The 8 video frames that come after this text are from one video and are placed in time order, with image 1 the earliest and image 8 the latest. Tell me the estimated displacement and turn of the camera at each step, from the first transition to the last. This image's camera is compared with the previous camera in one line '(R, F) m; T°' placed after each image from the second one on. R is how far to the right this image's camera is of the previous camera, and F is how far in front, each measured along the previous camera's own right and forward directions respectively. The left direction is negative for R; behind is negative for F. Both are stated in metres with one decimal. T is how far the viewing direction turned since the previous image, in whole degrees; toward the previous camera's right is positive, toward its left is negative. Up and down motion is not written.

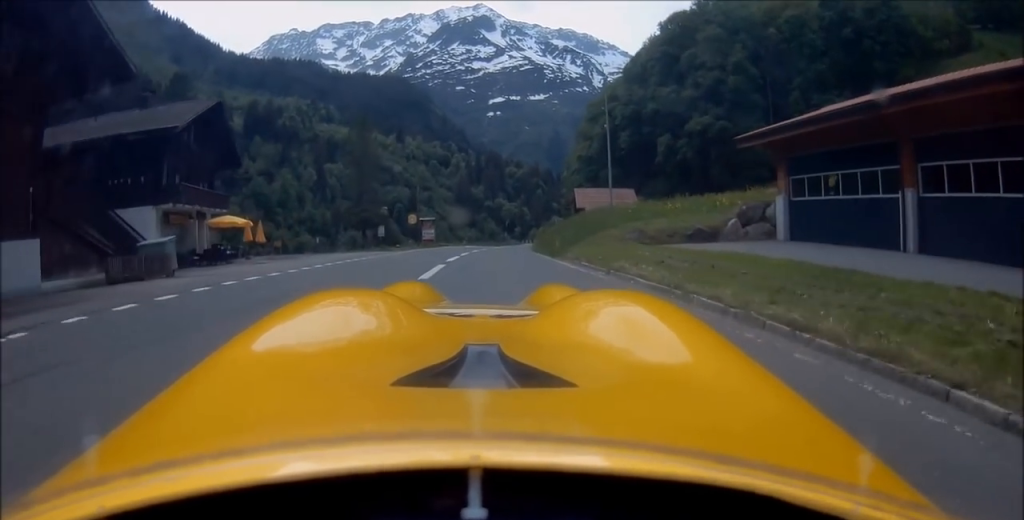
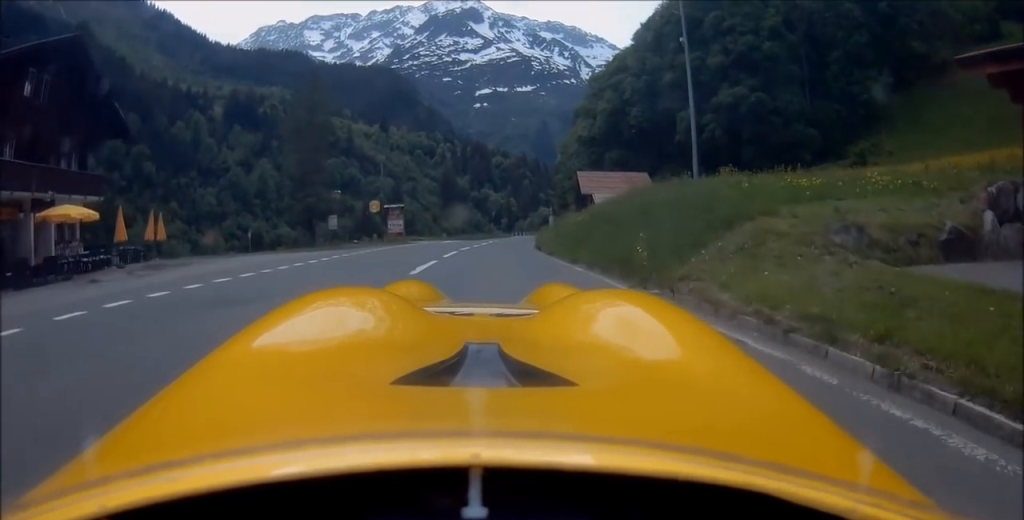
(+0.1, +11.9) m; +1°
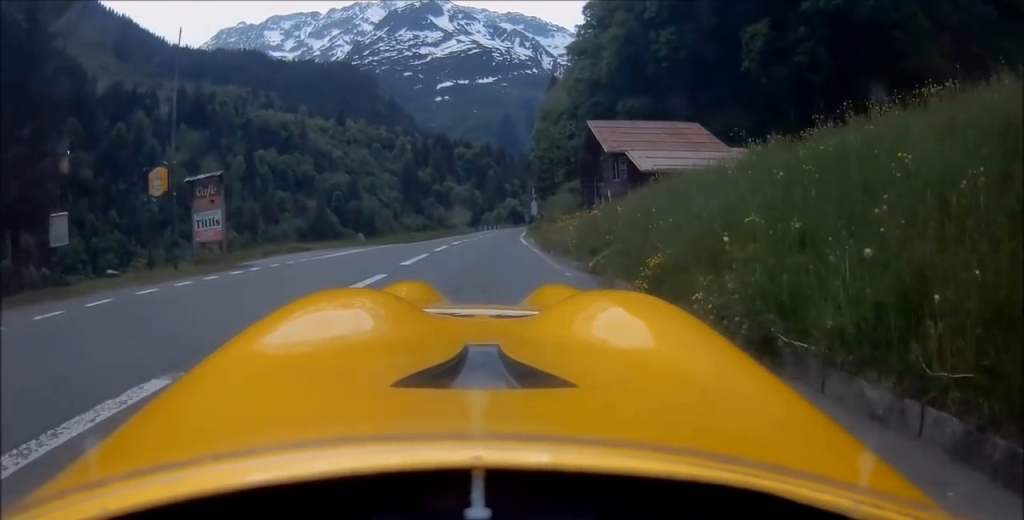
(+0.5, +24.0) m; +3°
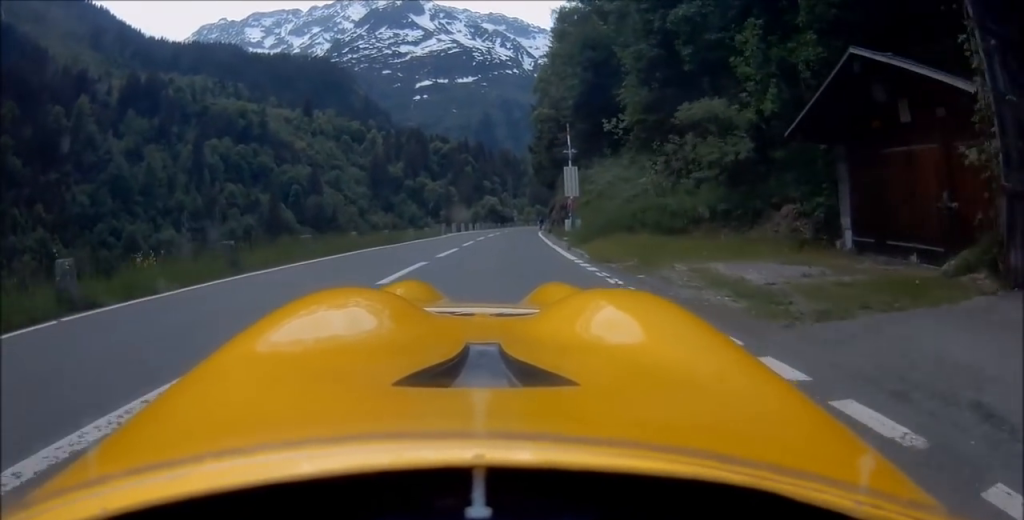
(+1.0, +36.3) m; +3°
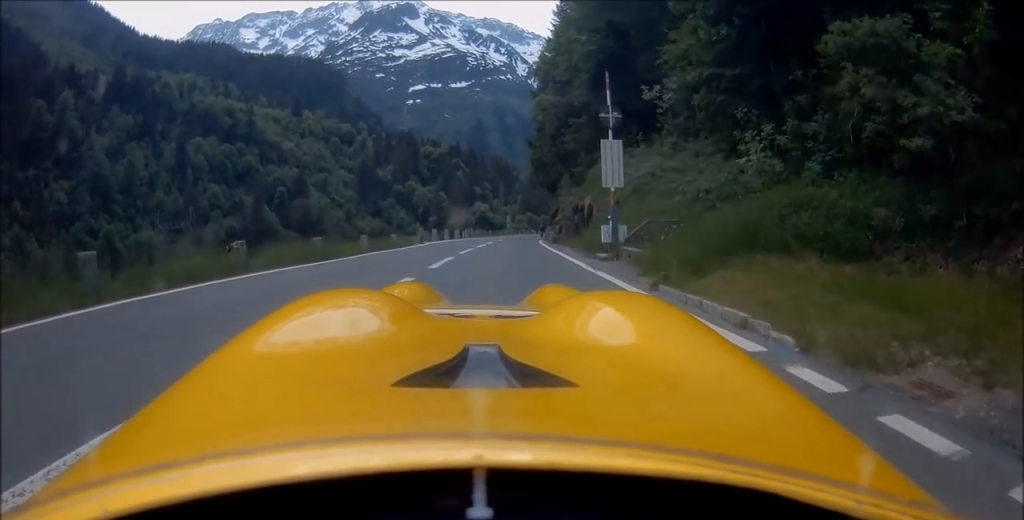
(+0.2, +9.1) m; +1°
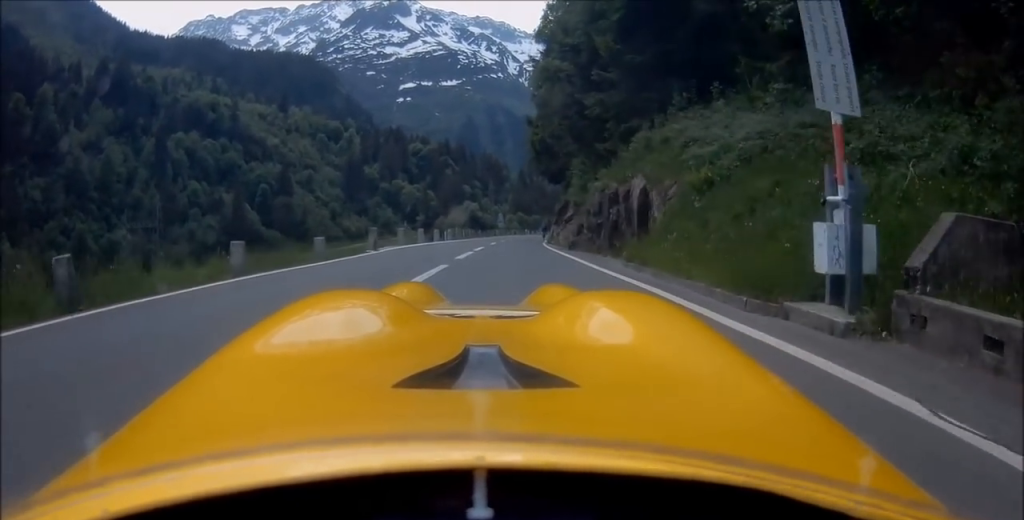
(0.0, +10.3) m; 0°
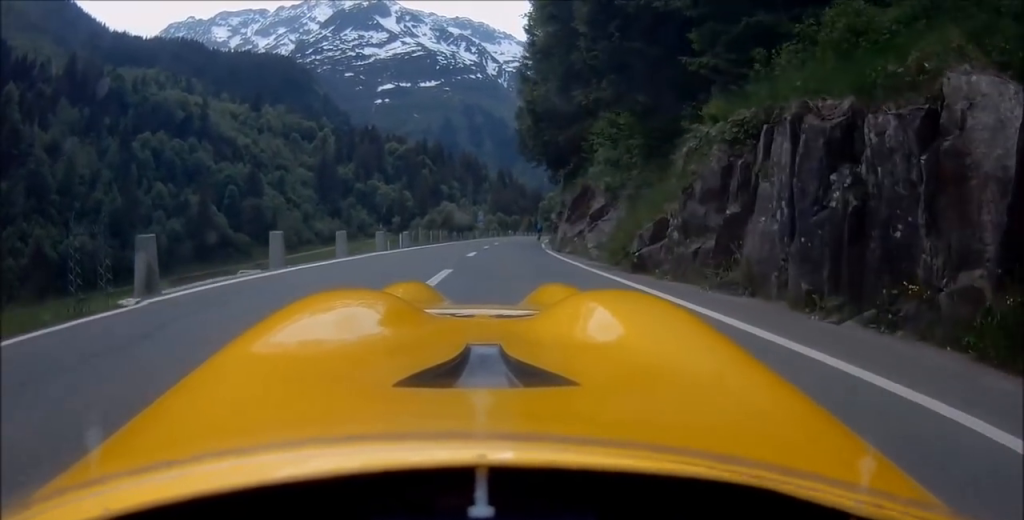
(0.0, +13.2) m; 0°
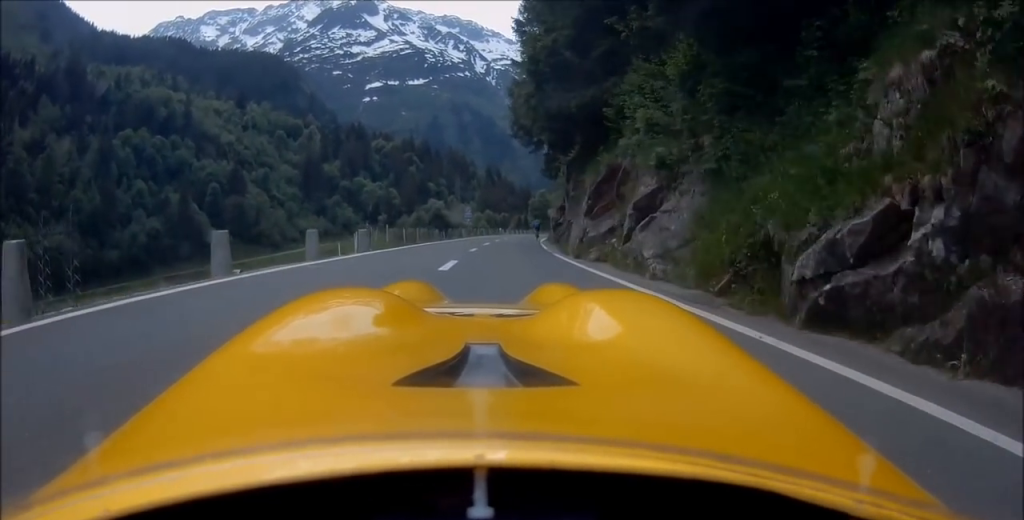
(0.0, +7.3) m; +1°
